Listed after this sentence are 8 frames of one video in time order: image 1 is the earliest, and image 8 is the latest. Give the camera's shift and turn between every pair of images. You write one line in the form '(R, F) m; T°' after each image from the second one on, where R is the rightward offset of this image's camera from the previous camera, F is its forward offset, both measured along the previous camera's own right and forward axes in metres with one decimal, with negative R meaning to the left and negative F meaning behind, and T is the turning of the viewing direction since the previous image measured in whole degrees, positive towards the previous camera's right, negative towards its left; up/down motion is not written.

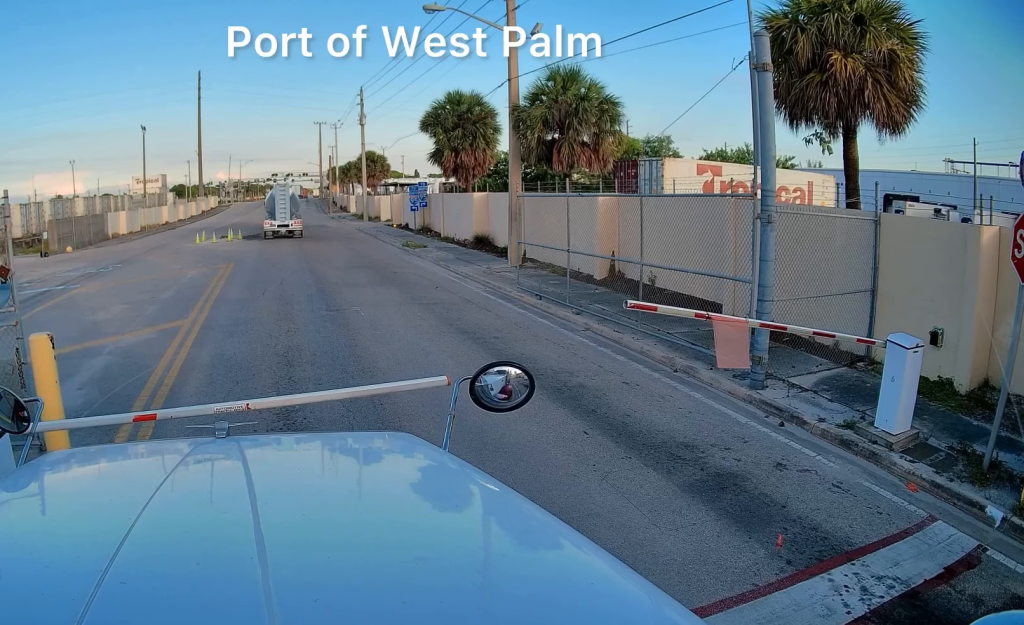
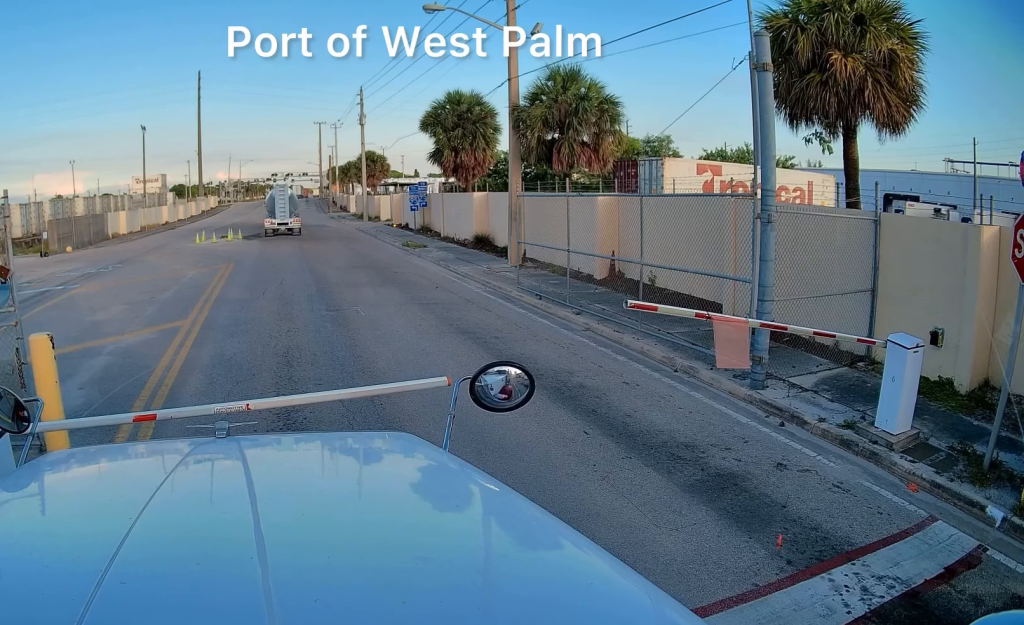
(0.0, +0.1) m; 0°
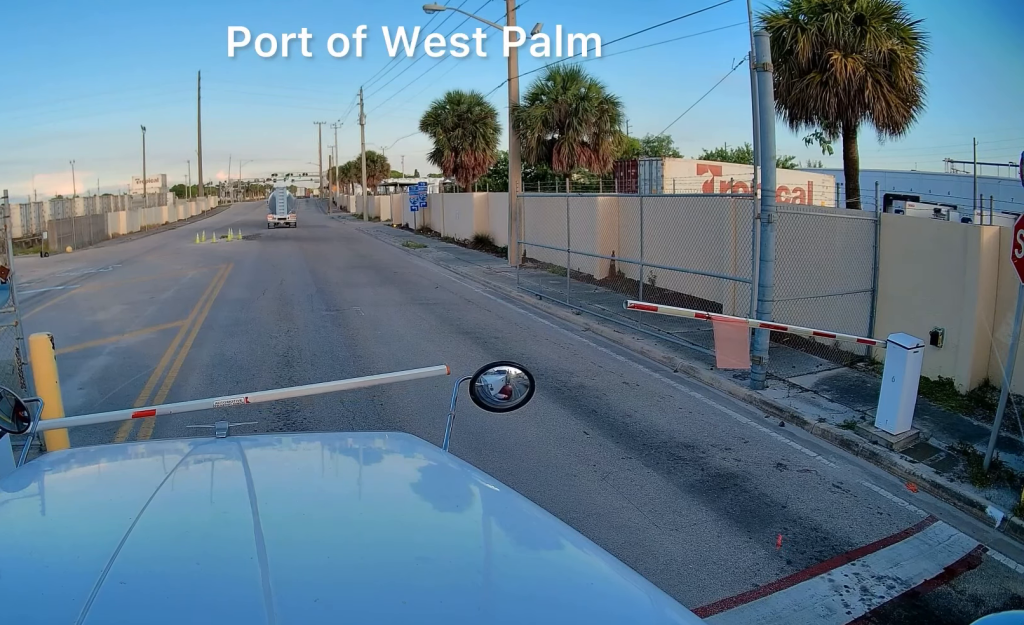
(0.0, +0.5) m; 0°
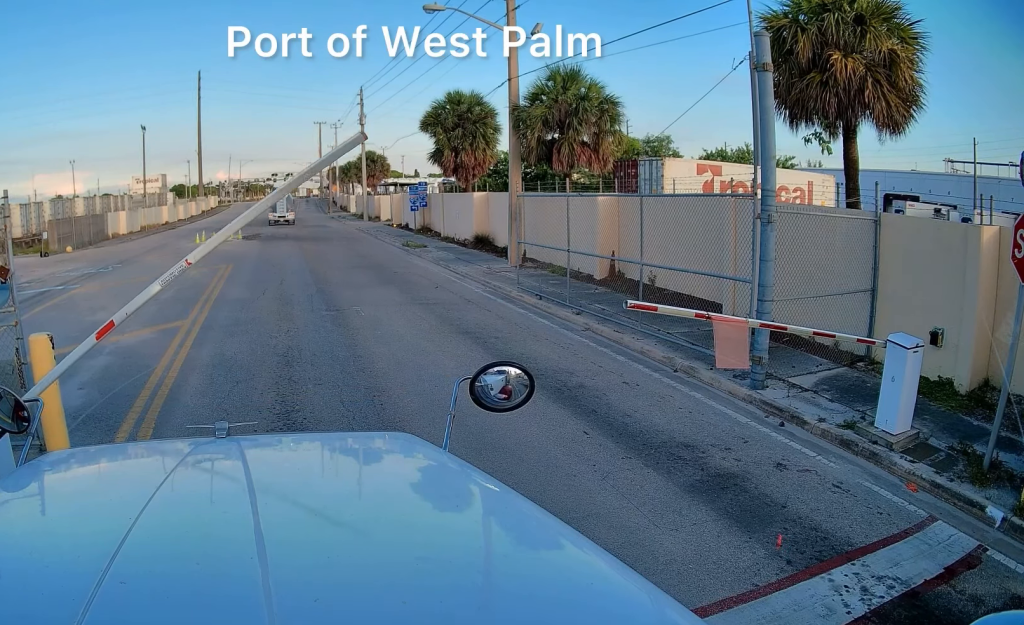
(0.0, +0.2) m; 0°
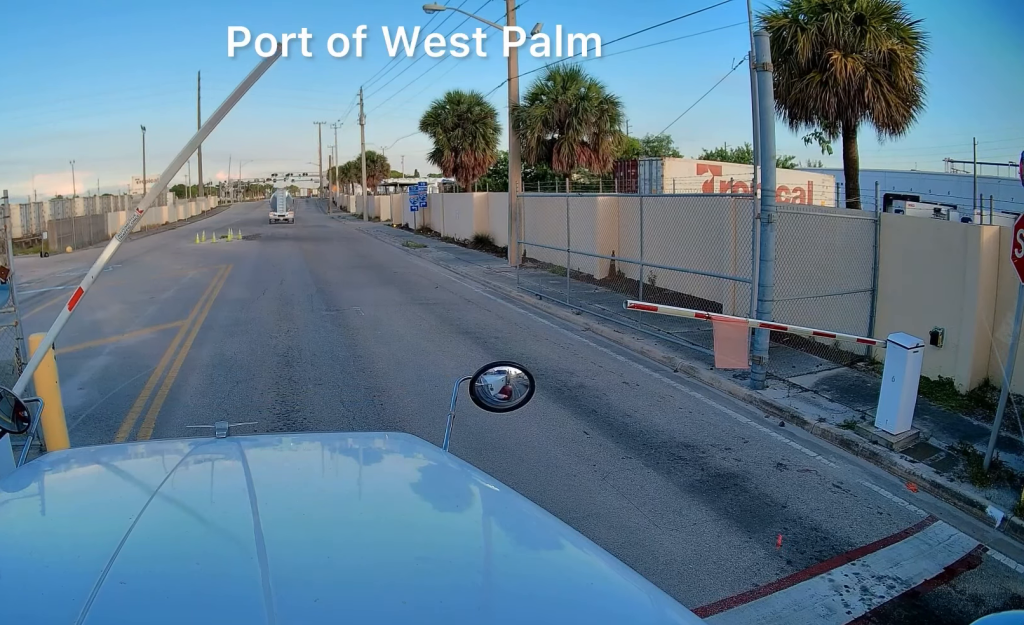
(0.0, +0.1) m; 0°
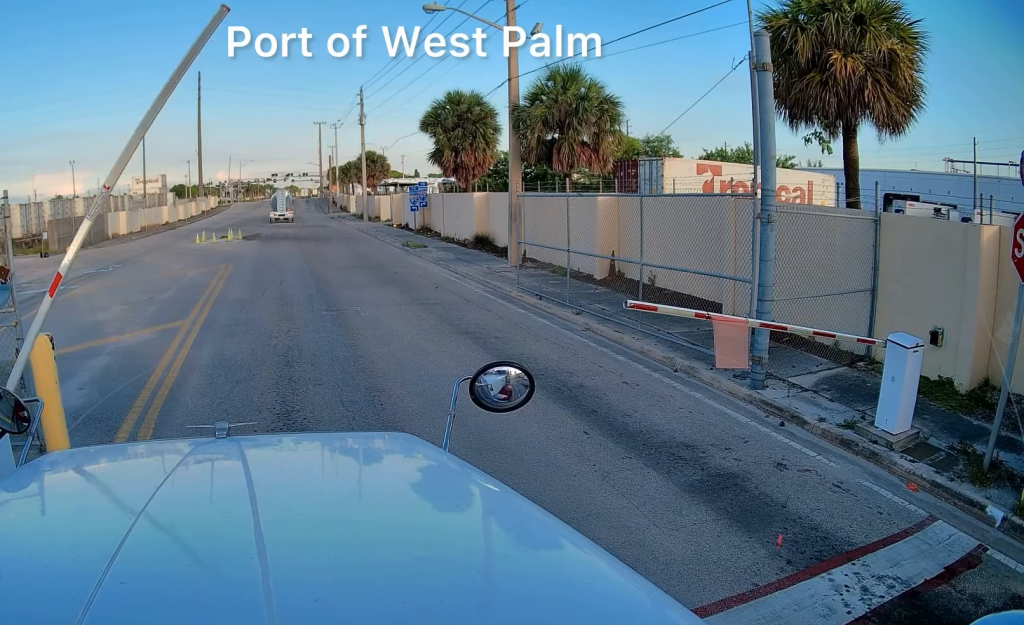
(0.0, +0.1) m; 0°
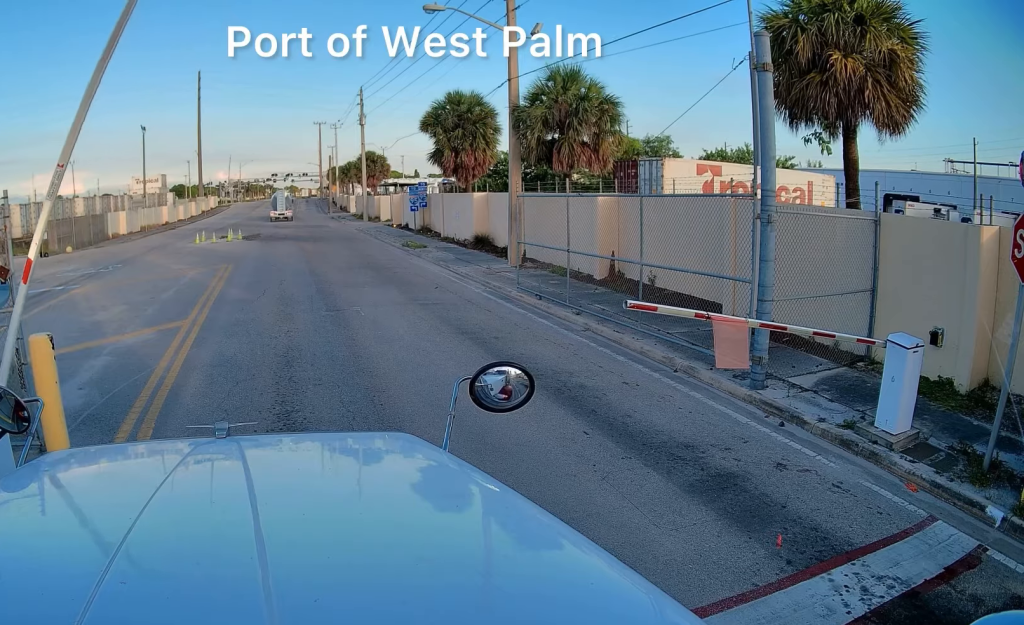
(0.0, 0.0) m; 0°
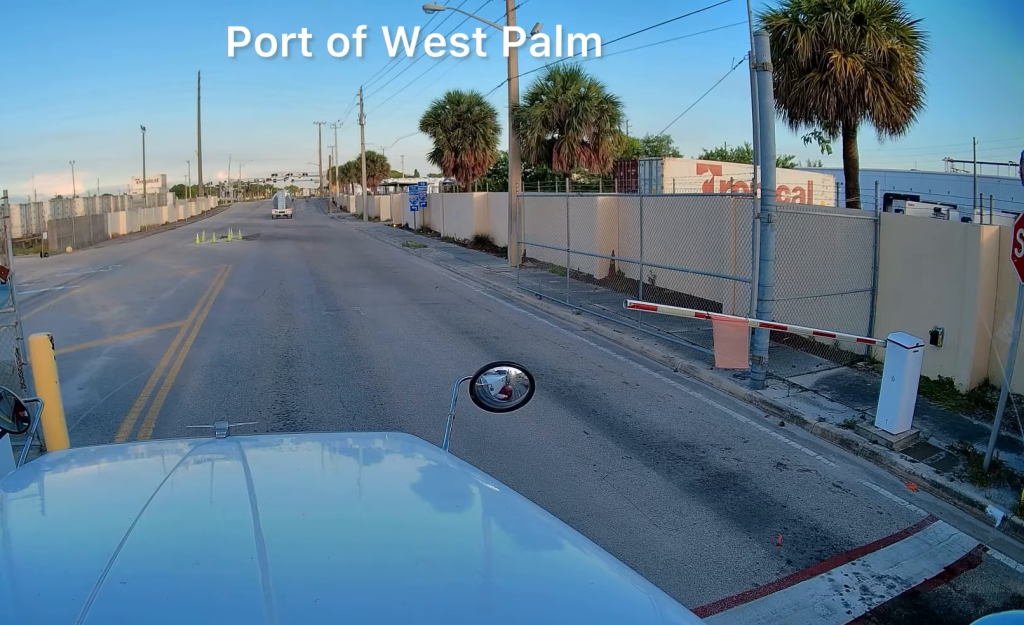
(0.0, 0.0) m; 0°
